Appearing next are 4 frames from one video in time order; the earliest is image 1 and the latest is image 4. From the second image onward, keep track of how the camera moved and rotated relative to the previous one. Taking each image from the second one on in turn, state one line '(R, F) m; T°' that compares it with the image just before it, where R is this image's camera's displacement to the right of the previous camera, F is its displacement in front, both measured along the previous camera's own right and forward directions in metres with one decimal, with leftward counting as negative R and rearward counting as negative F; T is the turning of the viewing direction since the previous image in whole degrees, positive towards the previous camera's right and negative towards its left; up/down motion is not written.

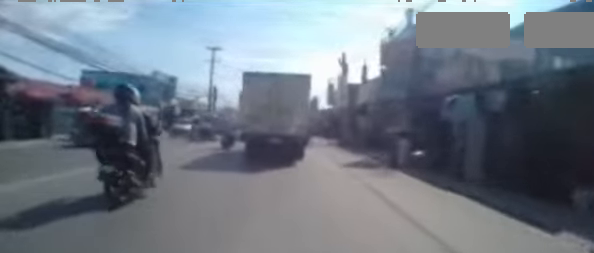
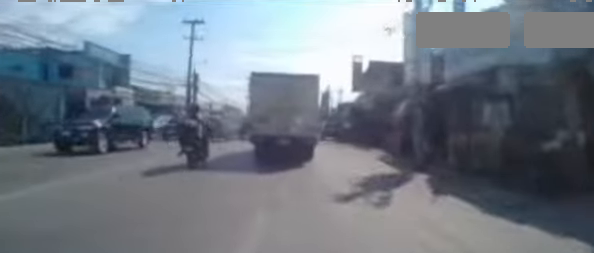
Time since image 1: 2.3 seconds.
(+0.4, +13.4) m; +3°
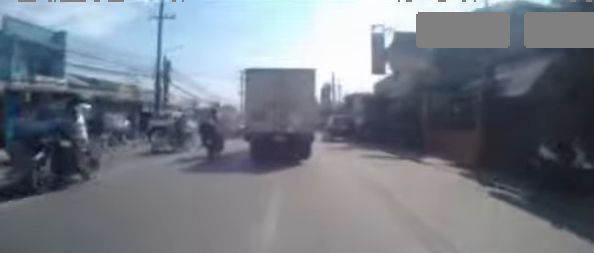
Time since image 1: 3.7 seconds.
(-0.2, +8.0) m; -3°
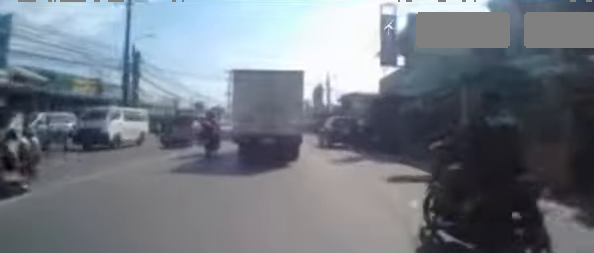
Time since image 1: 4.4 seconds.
(0.0, +4.1) m; -1°
